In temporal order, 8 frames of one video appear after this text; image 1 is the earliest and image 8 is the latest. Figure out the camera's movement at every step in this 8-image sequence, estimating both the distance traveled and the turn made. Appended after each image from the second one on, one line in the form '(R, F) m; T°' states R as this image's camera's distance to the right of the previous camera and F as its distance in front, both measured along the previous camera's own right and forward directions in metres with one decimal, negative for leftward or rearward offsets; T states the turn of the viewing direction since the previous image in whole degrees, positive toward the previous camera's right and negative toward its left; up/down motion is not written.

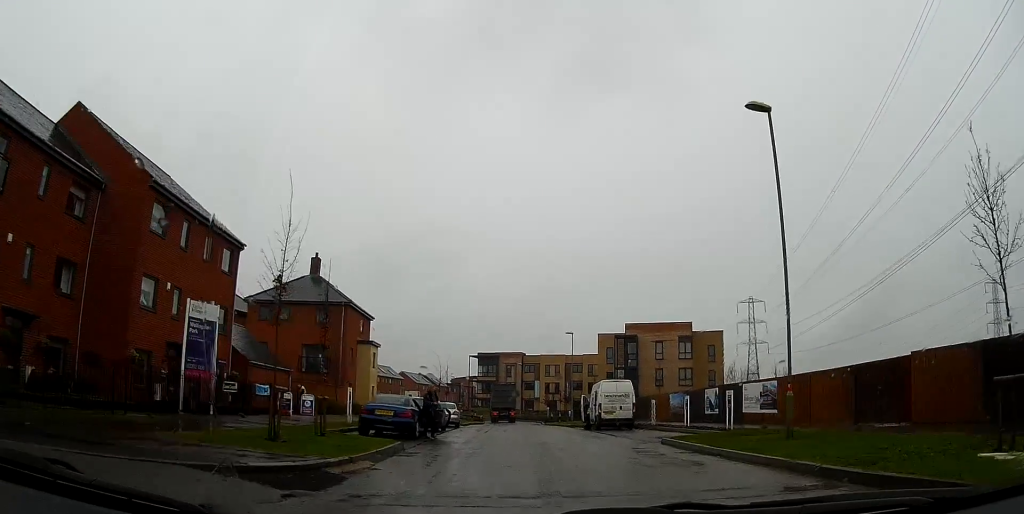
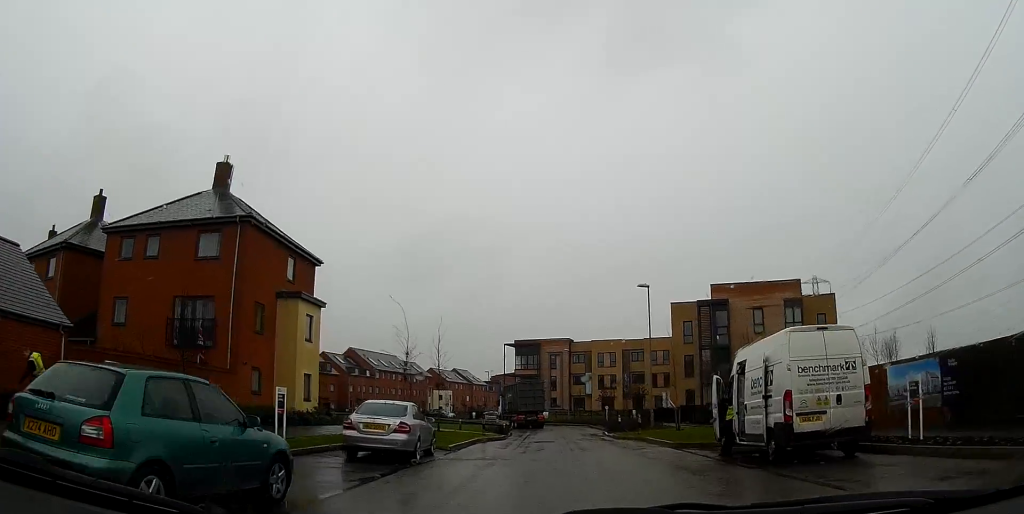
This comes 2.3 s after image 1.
(+0.9, +22.0) m; -1°
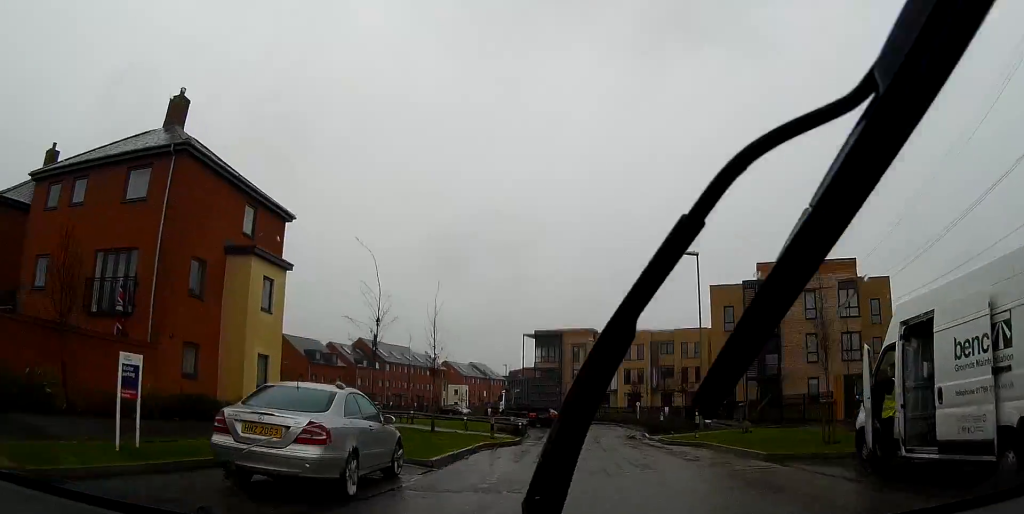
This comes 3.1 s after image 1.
(-0.3, +7.1) m; -4°
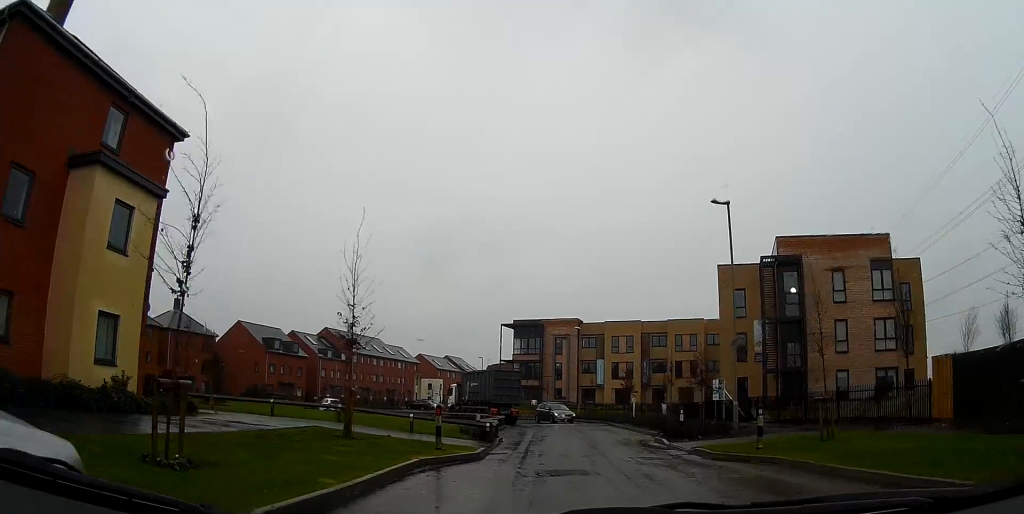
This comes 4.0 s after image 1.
(-0.2, +8.2) m; -1°
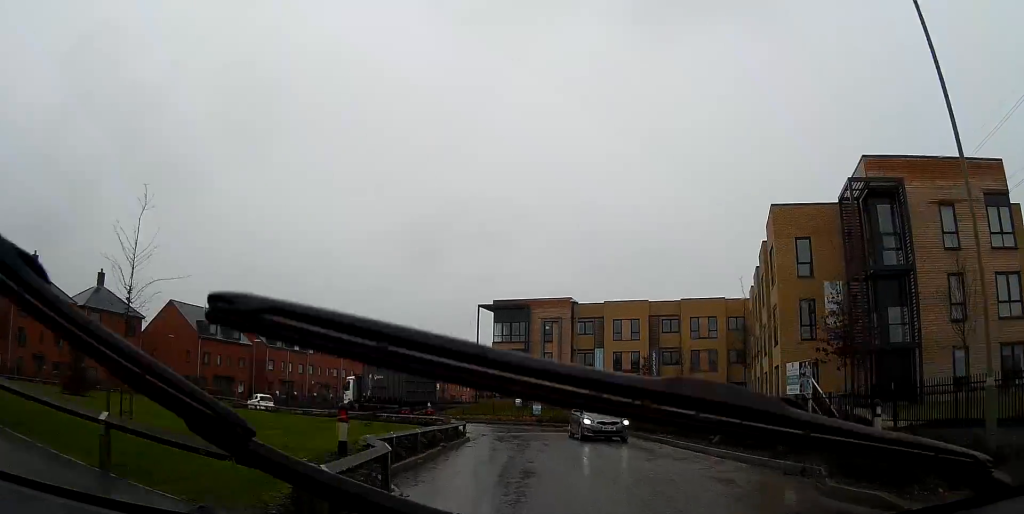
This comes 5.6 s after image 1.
(+0.3, +14.5) m; +2°
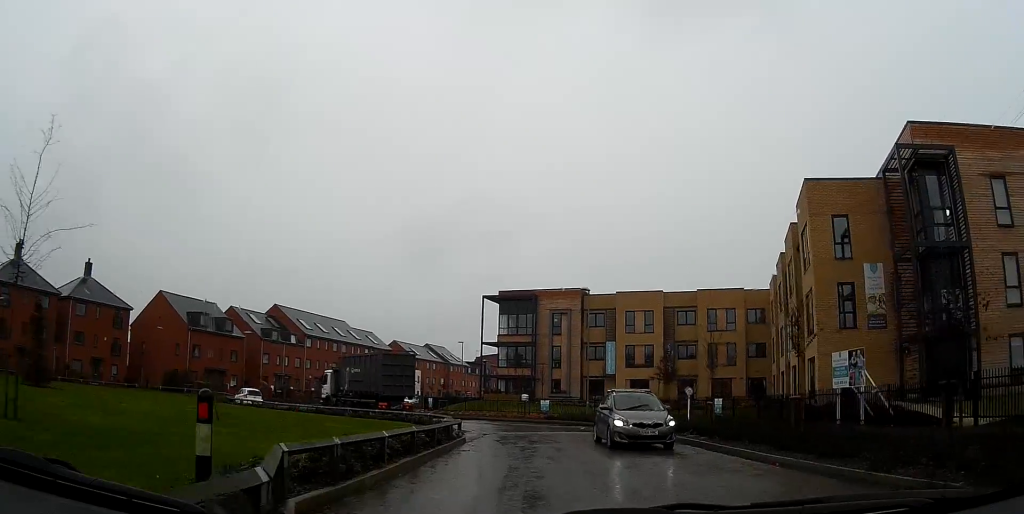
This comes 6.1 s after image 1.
(0.0, +3.7) m; 0°
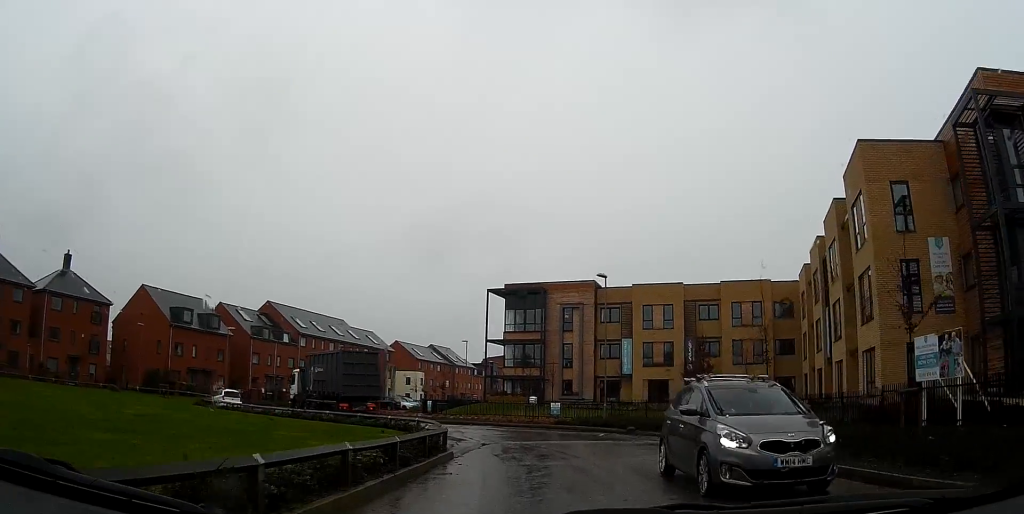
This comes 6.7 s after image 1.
(0.0, +5.1) m; 0°
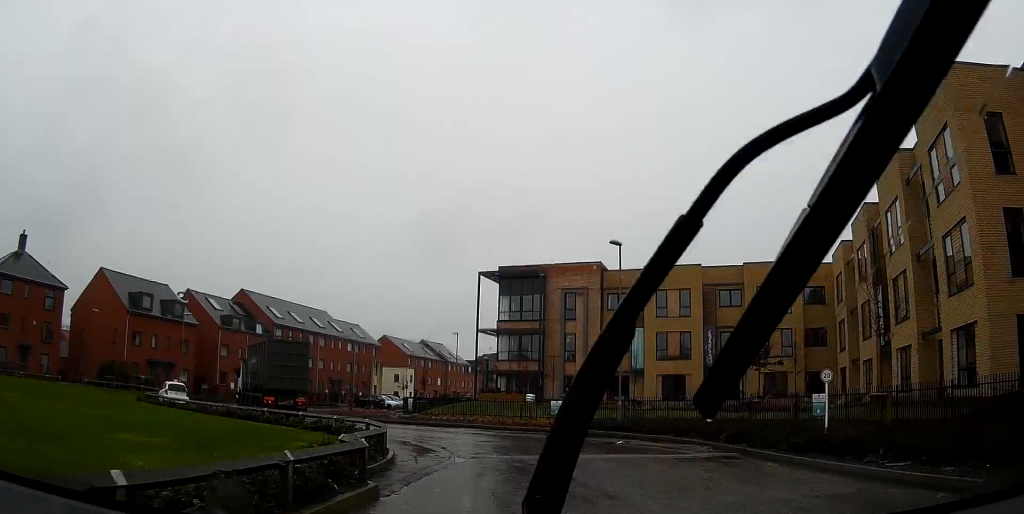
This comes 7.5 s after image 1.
(0.0, +6.9) m; -1°
